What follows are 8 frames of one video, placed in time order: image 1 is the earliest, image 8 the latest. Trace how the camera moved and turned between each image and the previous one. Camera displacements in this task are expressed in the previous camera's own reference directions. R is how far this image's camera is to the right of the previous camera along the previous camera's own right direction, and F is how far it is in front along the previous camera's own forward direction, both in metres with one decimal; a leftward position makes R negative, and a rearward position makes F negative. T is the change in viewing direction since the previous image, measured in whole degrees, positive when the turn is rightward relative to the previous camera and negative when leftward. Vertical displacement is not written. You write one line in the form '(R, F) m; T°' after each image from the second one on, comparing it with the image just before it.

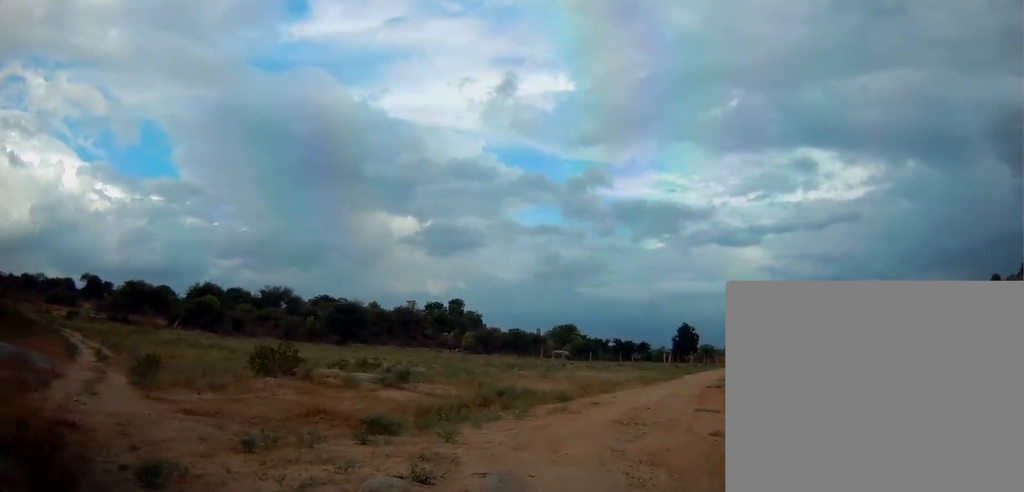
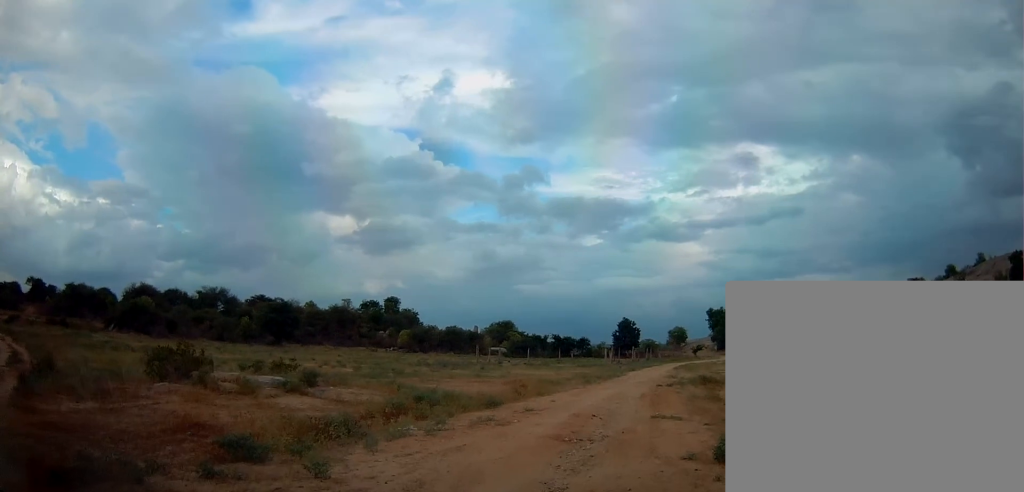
(+0.4, +2.0) m; +5°
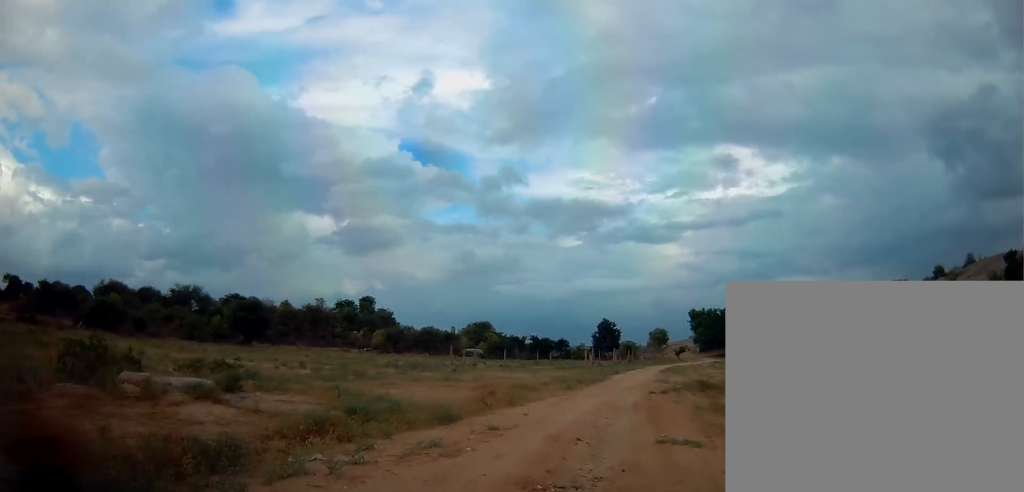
(-0.3, +2.7) m; 0°
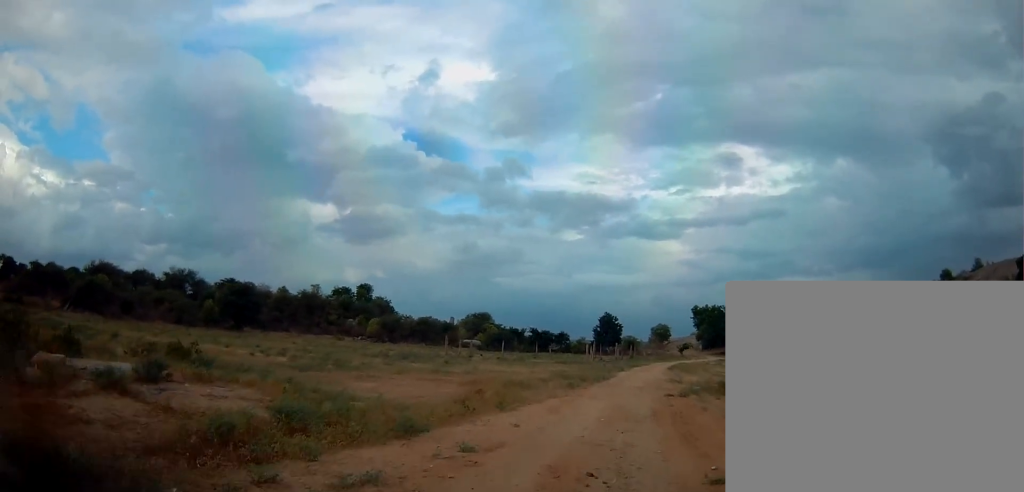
(+0.2, +3.7) m; -1°
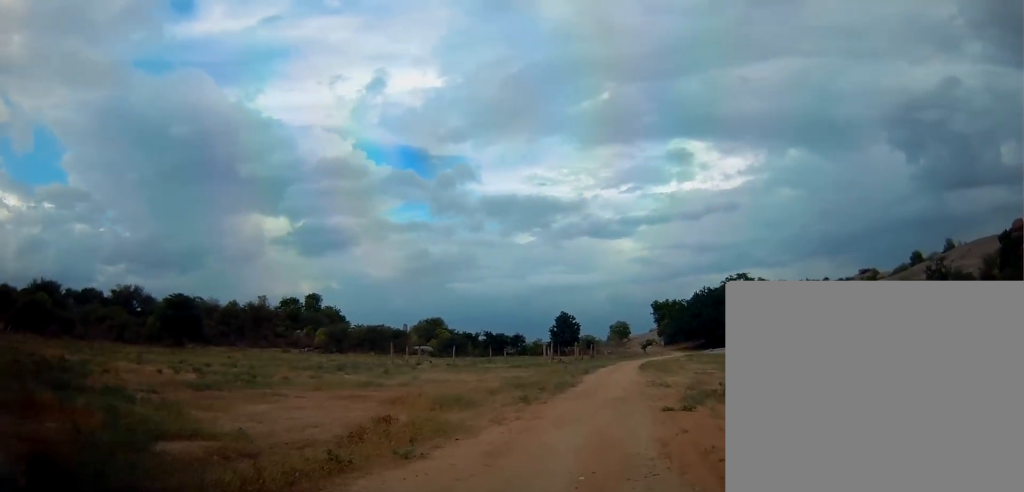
(-0.5, +5.6) m; -2°
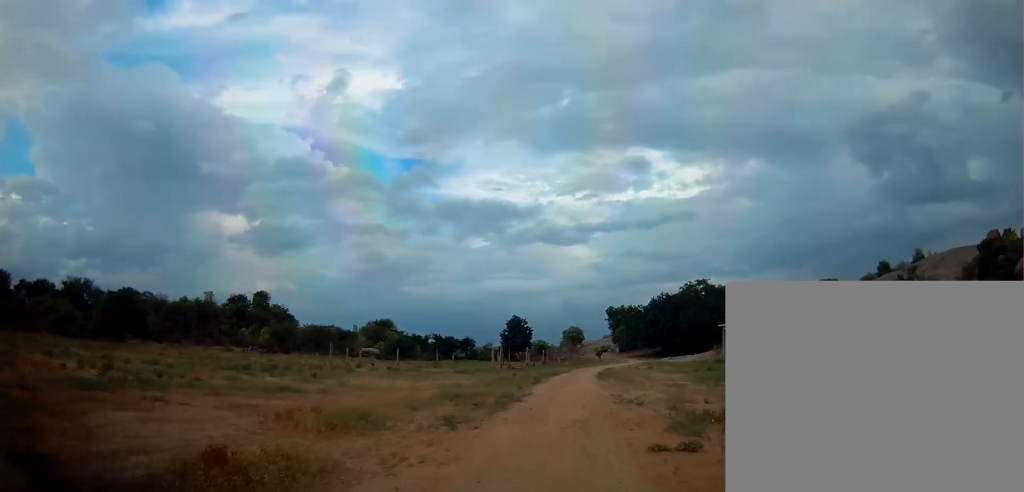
(+0.3, +4.4) m; +5°
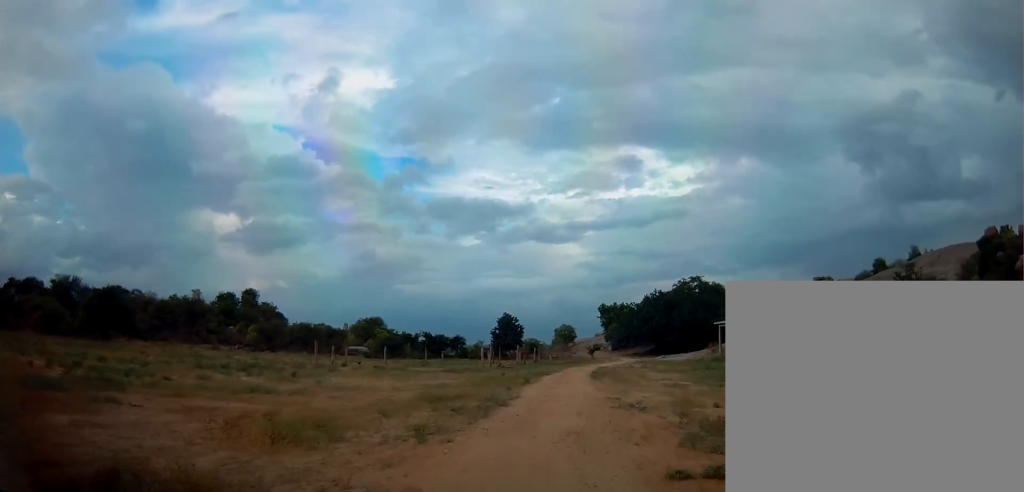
(0.0, +1.9) m; +1°
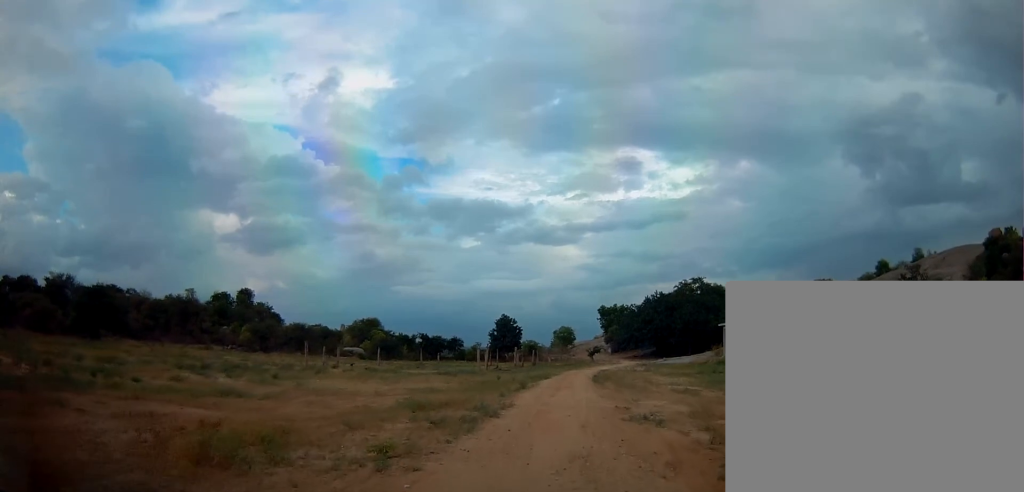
(0.0, +2.1) m; 0°
